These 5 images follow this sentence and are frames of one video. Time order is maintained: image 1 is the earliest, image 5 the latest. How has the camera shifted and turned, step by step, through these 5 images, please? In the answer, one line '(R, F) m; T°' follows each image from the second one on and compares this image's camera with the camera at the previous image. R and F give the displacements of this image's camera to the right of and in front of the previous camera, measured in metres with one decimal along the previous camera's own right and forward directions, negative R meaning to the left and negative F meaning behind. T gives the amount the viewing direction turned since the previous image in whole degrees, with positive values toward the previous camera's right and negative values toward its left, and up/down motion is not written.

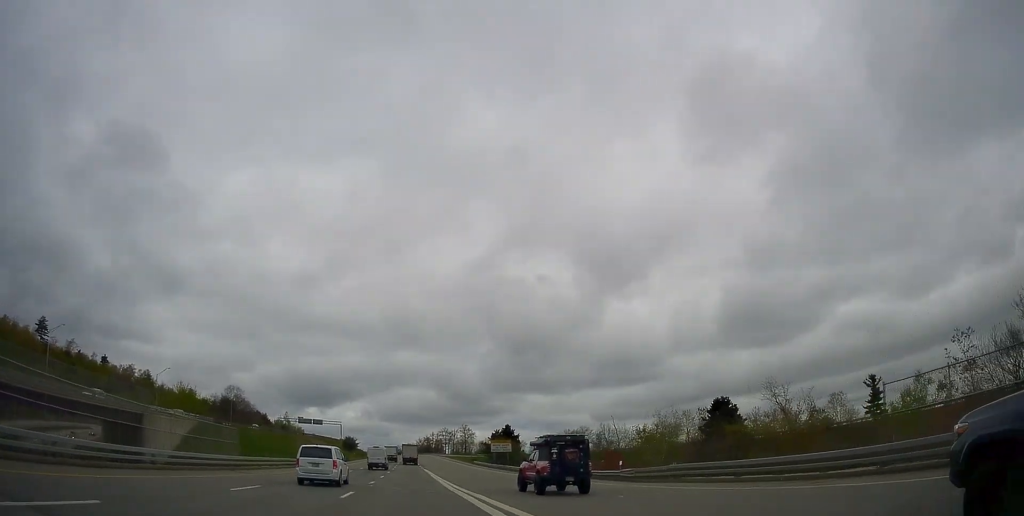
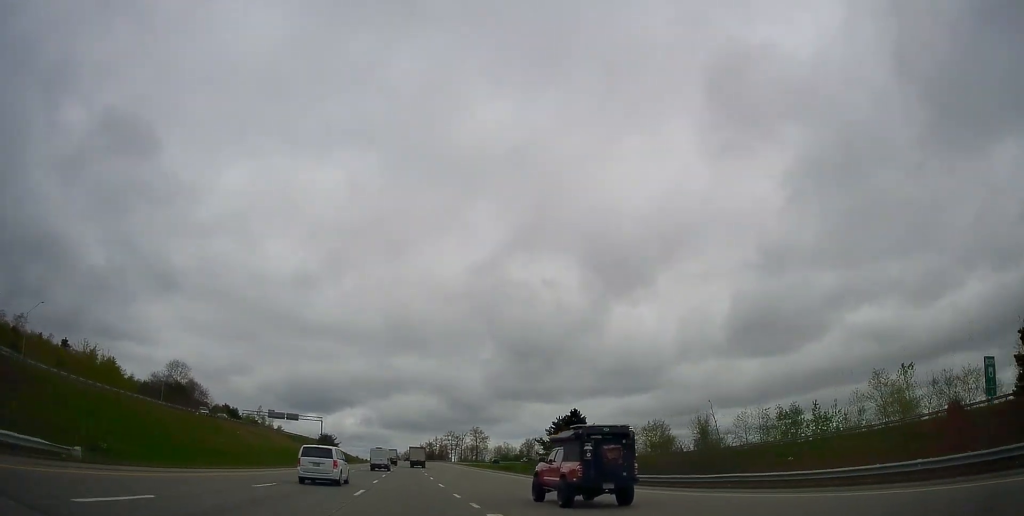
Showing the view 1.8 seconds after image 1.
(-0.5, +58.9) m; -1°
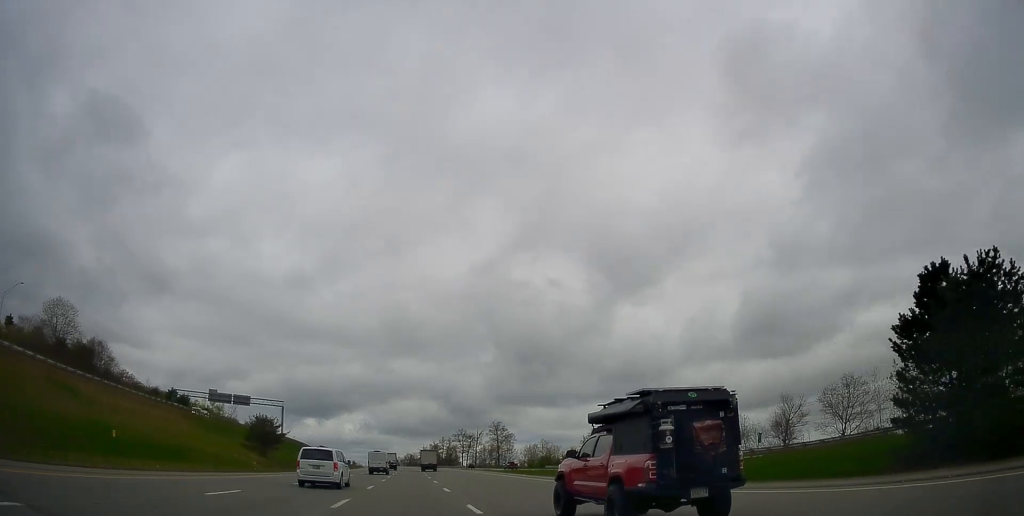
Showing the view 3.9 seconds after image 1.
(0.0, +66.1) m; 0°
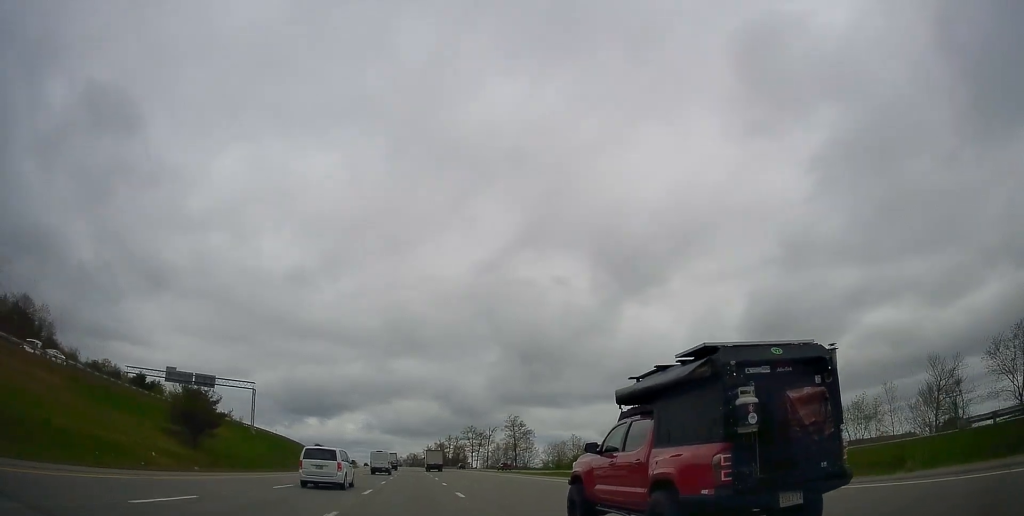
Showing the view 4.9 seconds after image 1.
(0.0, +29.6) m; -1°
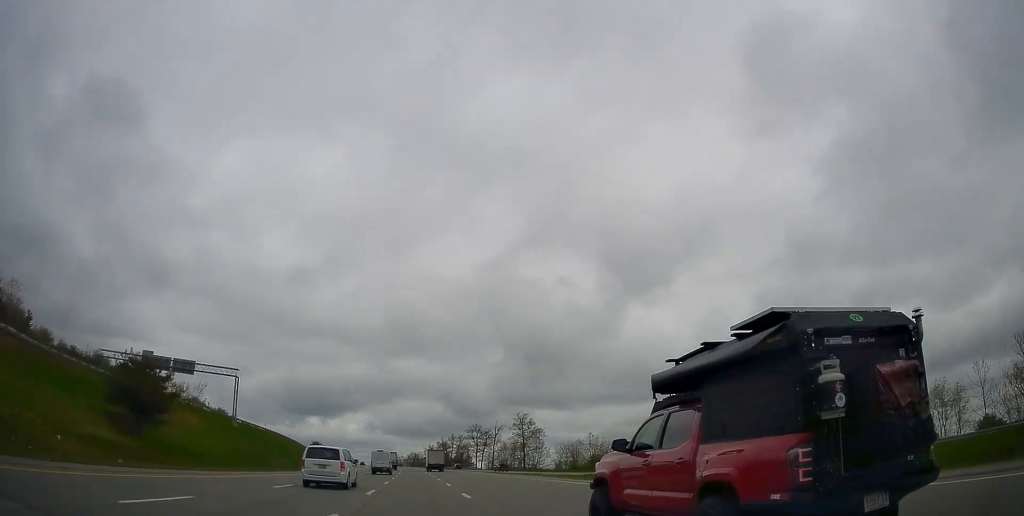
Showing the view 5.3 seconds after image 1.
(-0.2, +12.7) m; 0°
